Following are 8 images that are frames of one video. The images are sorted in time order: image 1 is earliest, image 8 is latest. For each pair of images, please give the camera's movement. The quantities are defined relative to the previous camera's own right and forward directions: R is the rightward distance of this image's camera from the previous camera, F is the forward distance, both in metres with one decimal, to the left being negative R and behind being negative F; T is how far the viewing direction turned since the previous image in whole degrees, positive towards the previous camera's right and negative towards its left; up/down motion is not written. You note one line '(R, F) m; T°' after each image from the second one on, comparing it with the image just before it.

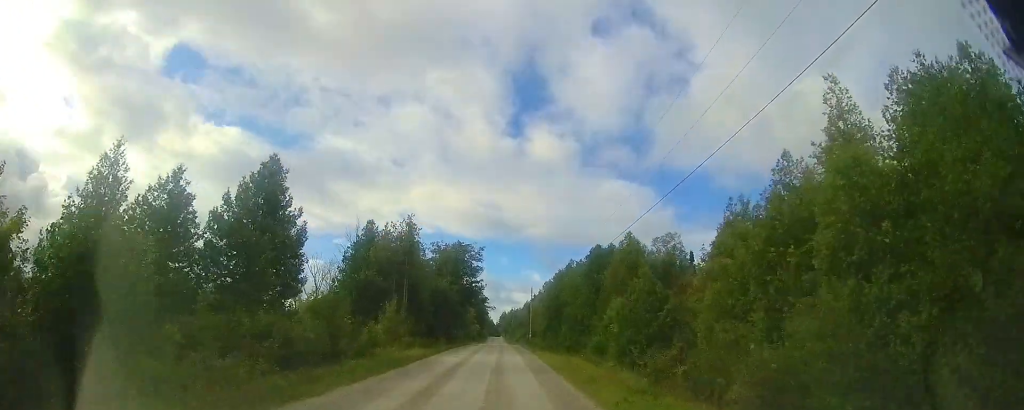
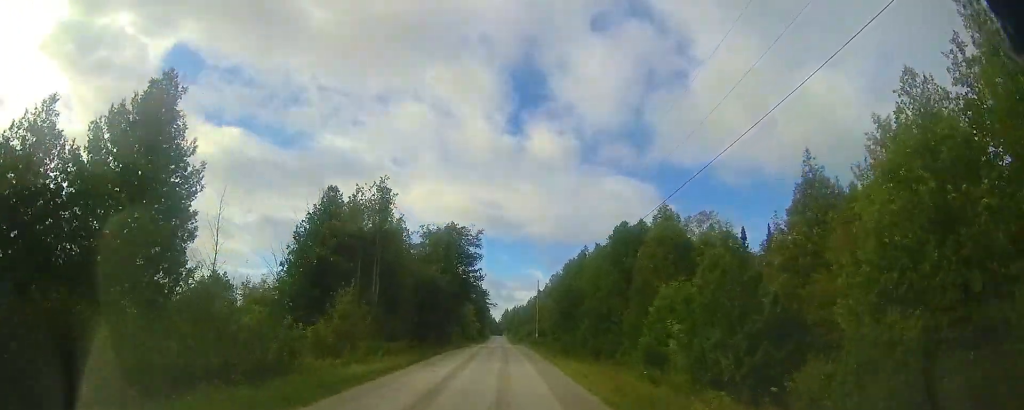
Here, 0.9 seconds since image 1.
(+0.1, +7.2) m; +1°
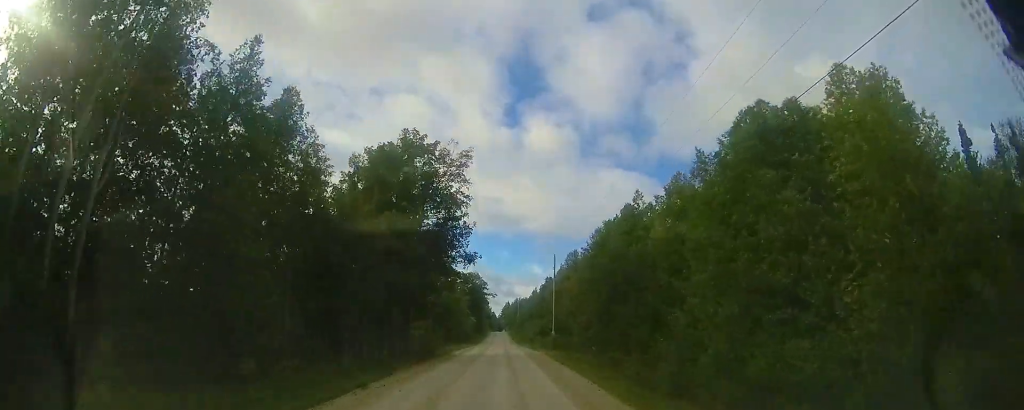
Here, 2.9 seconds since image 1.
(-0.3, +17.0) m; -1°
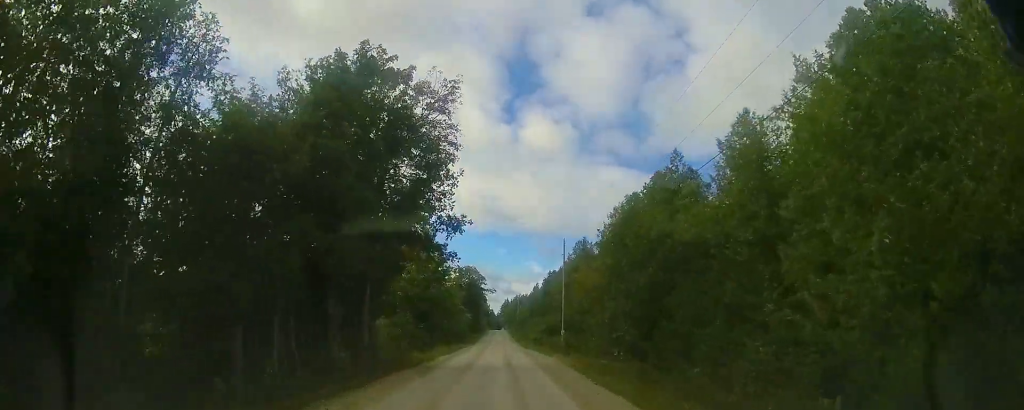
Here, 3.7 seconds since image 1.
(+0.2, +7.0) m; 0°
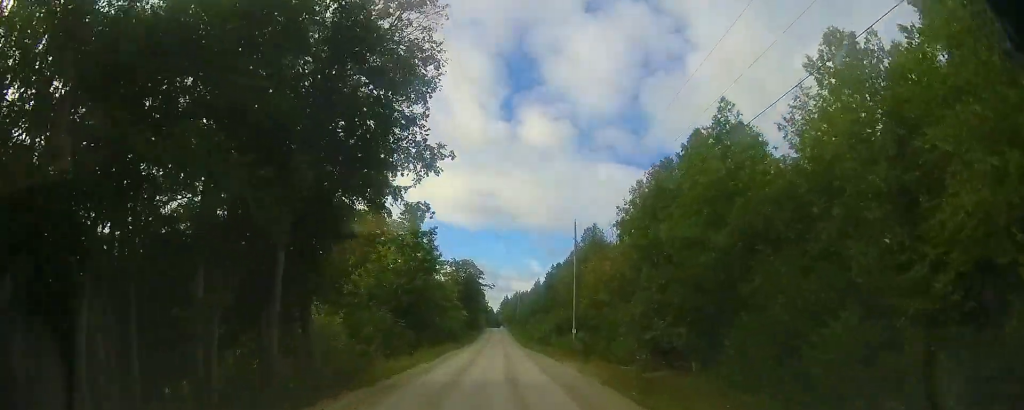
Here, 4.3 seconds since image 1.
(+0.1, +6.0) m; 0°
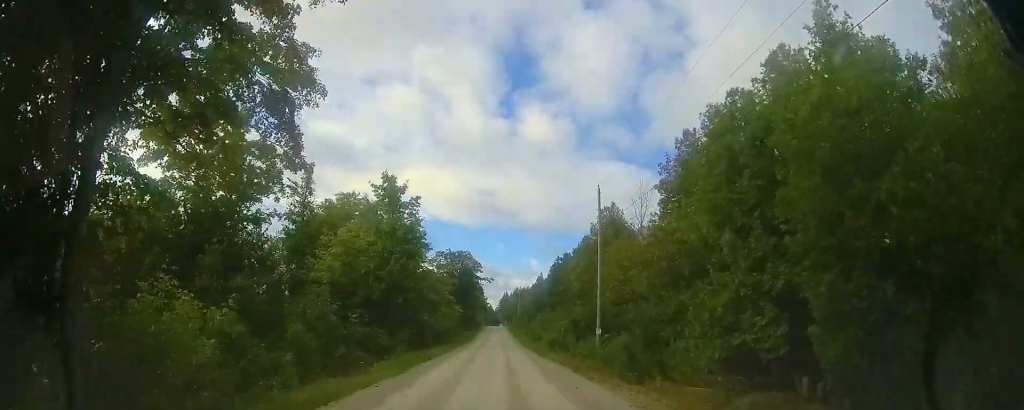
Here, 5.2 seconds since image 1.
(-0.2, +8.5) m; -1°
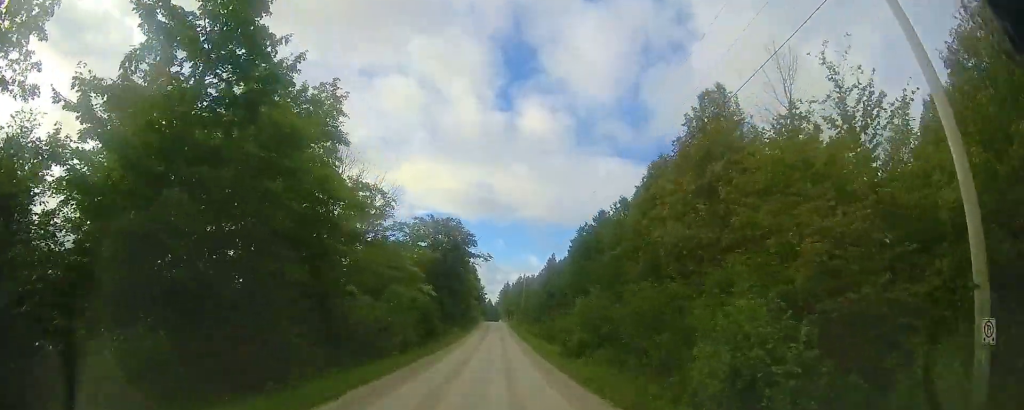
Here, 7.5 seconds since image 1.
(-0.5, +27.6) m; -1°
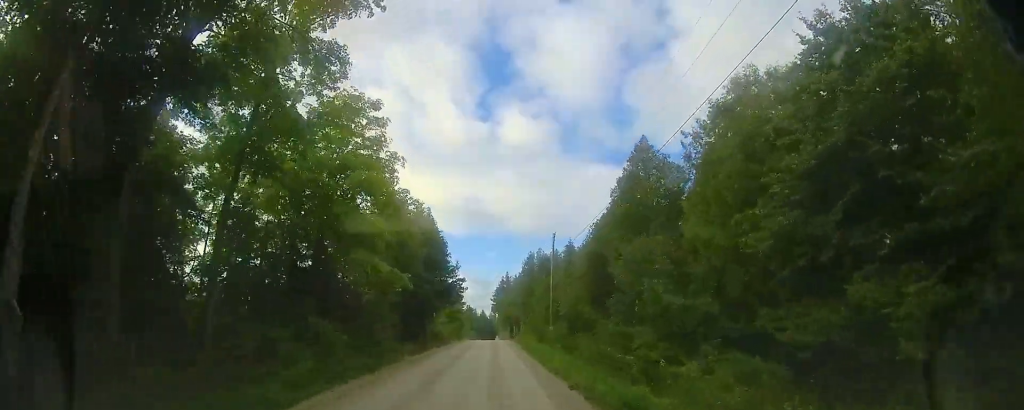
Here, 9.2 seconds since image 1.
(+0.1, +21.3) m; +2°
